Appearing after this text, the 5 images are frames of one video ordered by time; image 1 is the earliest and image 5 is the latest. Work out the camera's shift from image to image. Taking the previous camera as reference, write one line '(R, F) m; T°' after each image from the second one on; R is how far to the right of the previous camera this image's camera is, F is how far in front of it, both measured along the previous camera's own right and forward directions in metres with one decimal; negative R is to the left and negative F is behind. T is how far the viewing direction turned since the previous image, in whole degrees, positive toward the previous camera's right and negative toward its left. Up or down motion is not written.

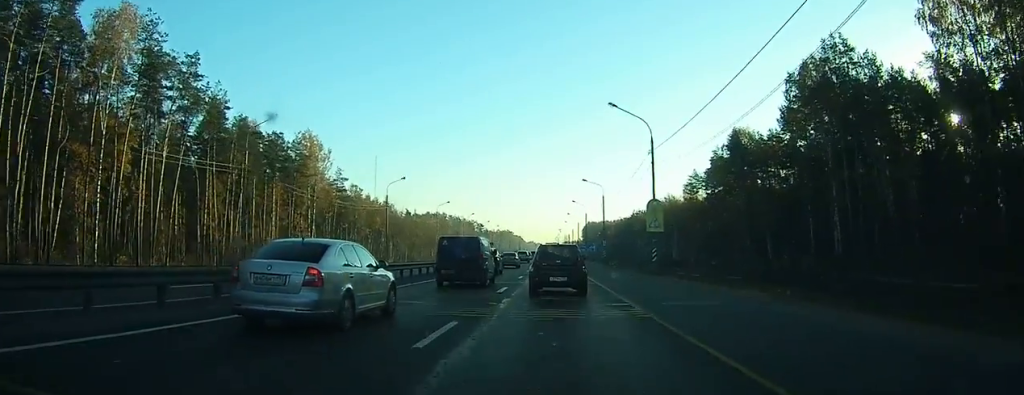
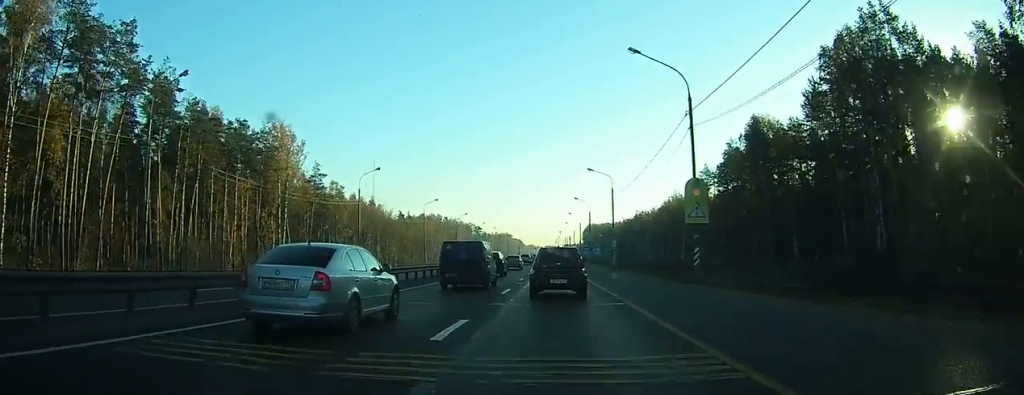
(+0.1, +11.3) m; +1°
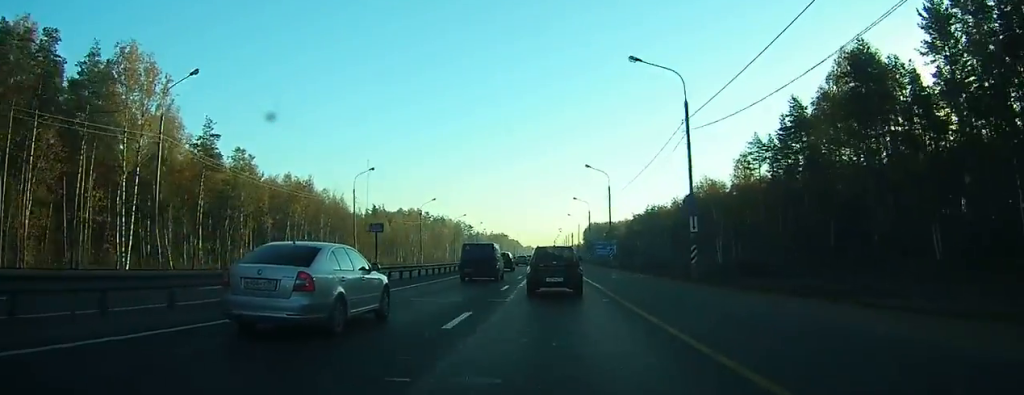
(+0.4, +34.5) m; +1°
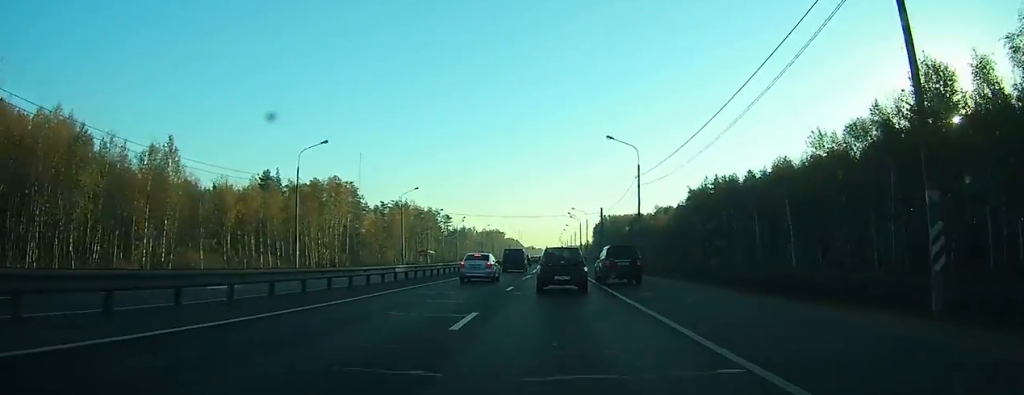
(+0.2, +83.8) m; 0°
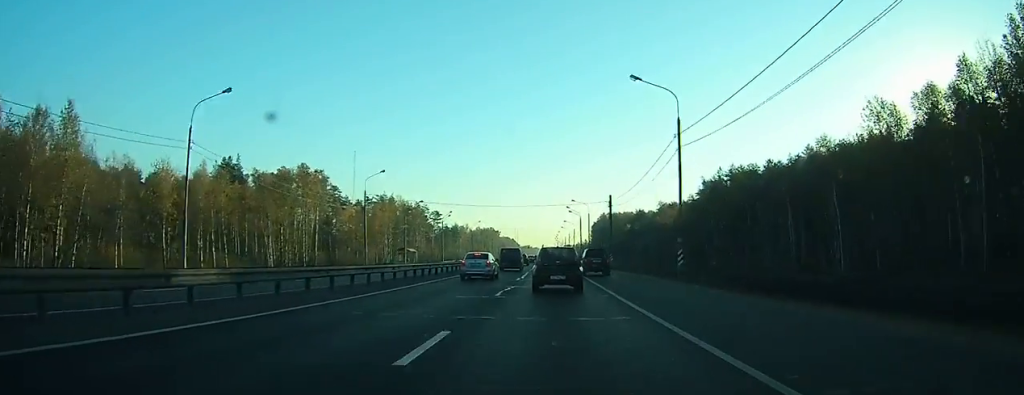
(+0.1, +15.2) m; 0°
